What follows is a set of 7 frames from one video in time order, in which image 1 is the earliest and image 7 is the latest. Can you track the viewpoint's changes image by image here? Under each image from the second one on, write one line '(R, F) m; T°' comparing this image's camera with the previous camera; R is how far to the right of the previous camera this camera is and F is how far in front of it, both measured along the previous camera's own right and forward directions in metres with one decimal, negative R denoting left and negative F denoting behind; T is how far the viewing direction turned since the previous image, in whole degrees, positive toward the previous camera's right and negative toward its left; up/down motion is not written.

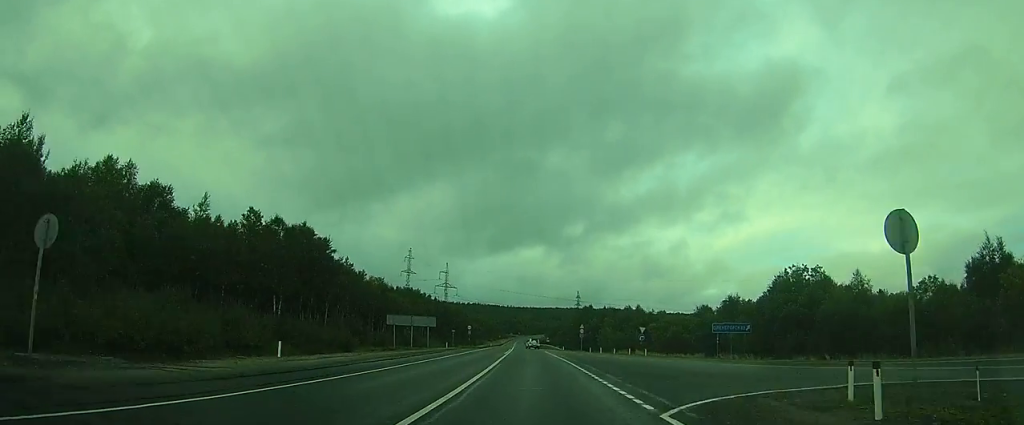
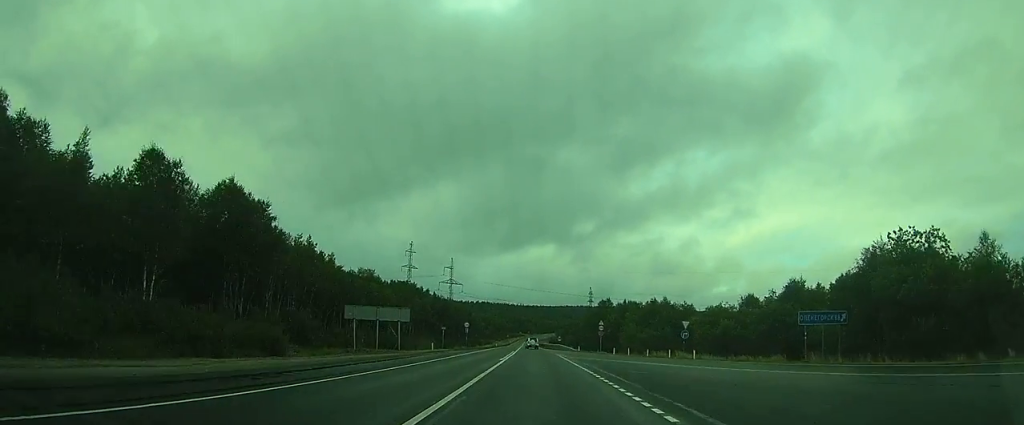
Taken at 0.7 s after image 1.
(+0.1, +15.3) m; -3°
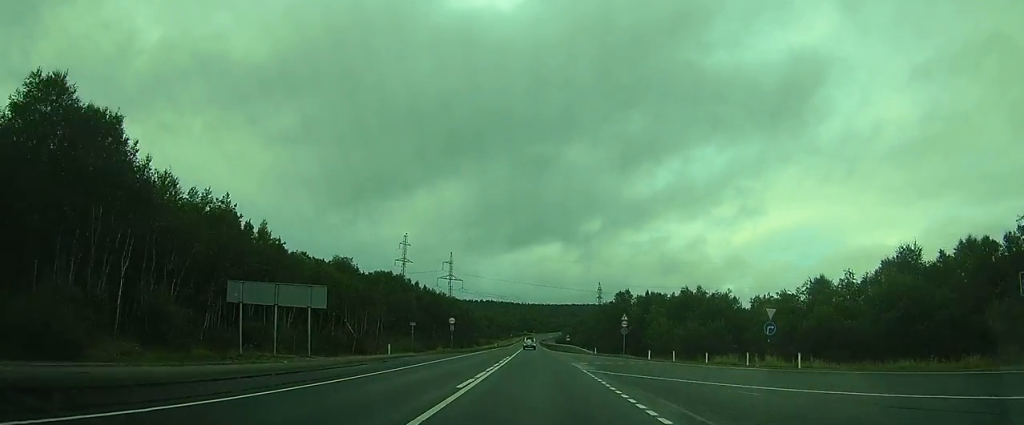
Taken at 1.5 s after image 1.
(-0.9, +17.6) m; -3°
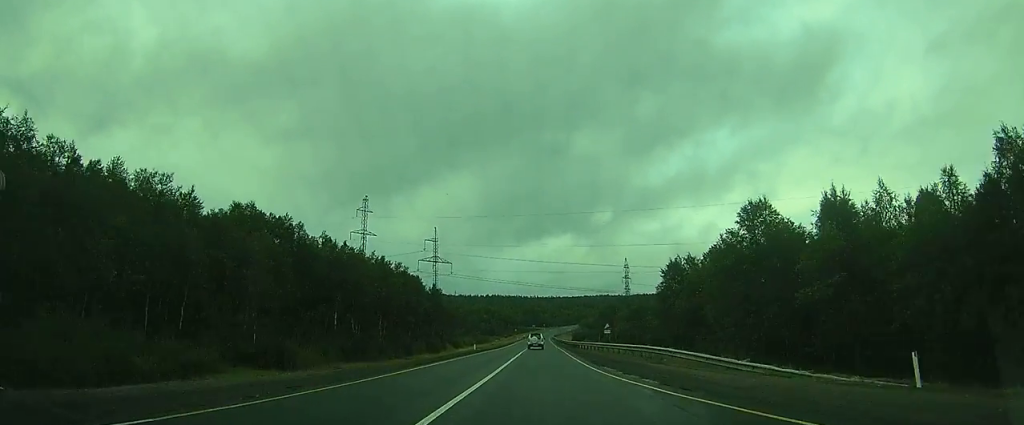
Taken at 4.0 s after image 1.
(-1.4, +55.7) m; -1°
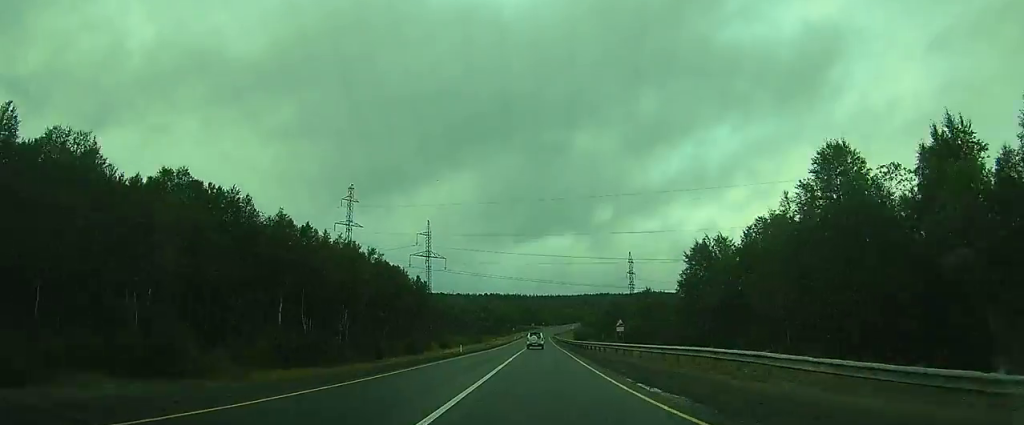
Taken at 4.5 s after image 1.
(0.0, +11.2) m; 0°
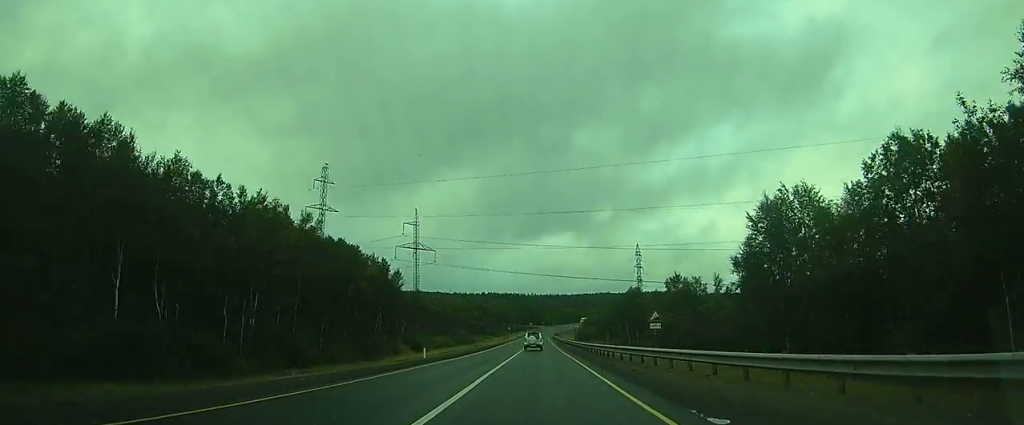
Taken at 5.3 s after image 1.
(0.0, +17.2) m; 0°
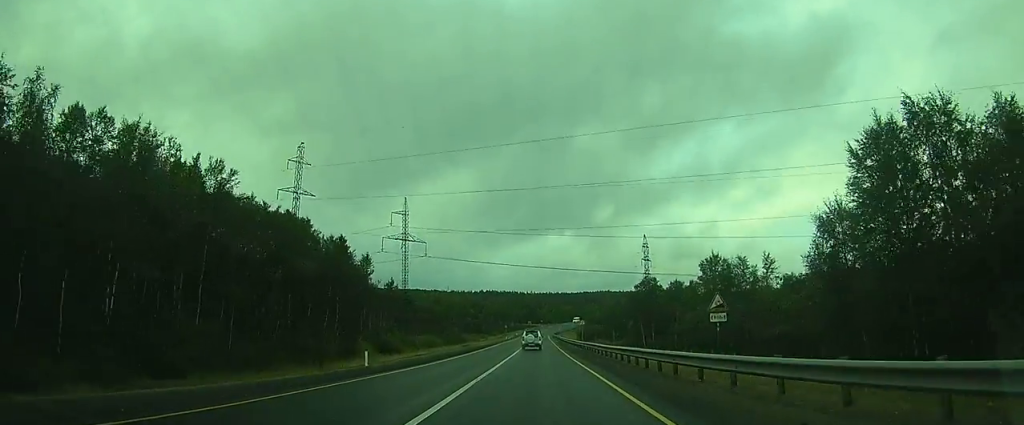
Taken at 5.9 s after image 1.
(0.0, +13.4) m; 0°
